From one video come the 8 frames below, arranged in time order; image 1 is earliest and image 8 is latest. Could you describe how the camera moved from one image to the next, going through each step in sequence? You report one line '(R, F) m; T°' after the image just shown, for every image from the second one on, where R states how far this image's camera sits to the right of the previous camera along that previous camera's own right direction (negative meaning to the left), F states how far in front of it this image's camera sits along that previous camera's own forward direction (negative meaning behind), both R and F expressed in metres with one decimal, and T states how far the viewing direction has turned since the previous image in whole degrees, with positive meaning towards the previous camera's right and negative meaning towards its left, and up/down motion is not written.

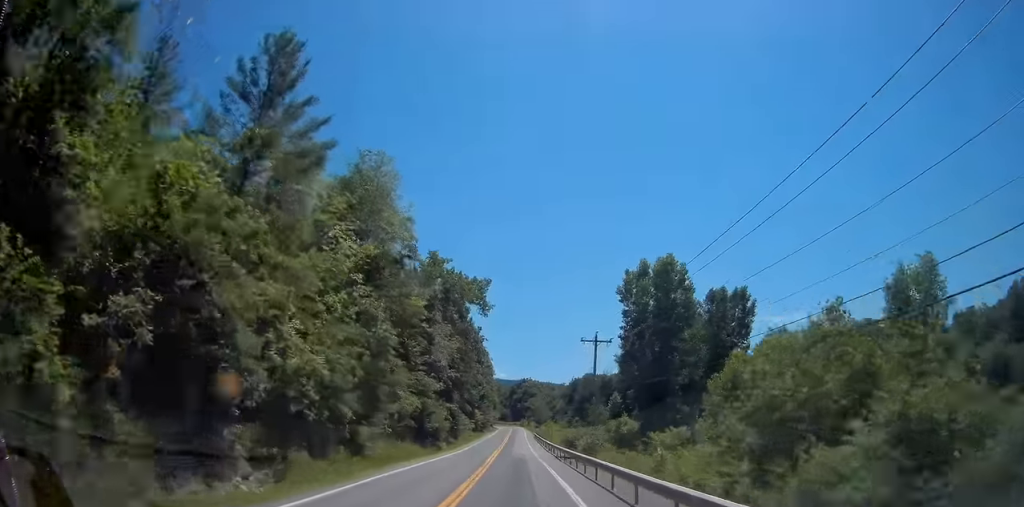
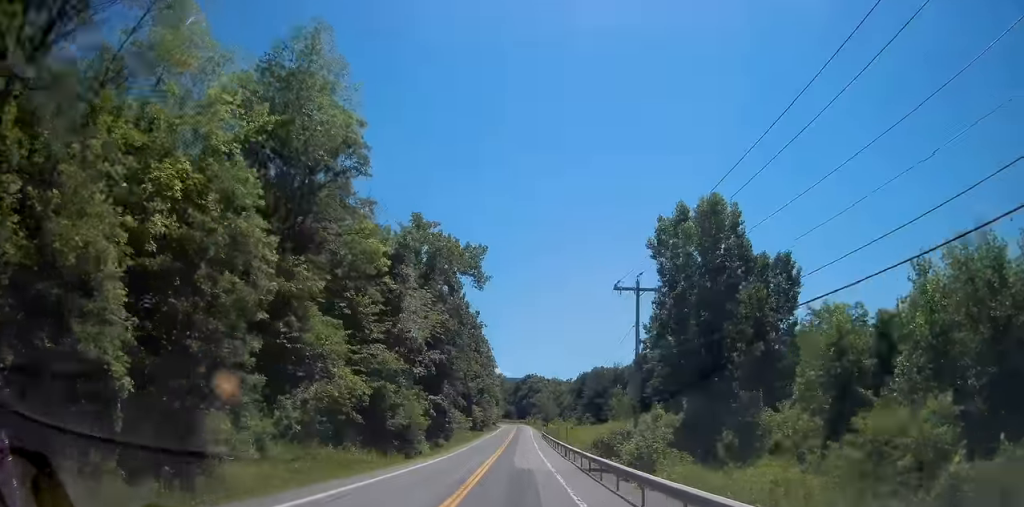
(+0.1, +15.9) m; -1°
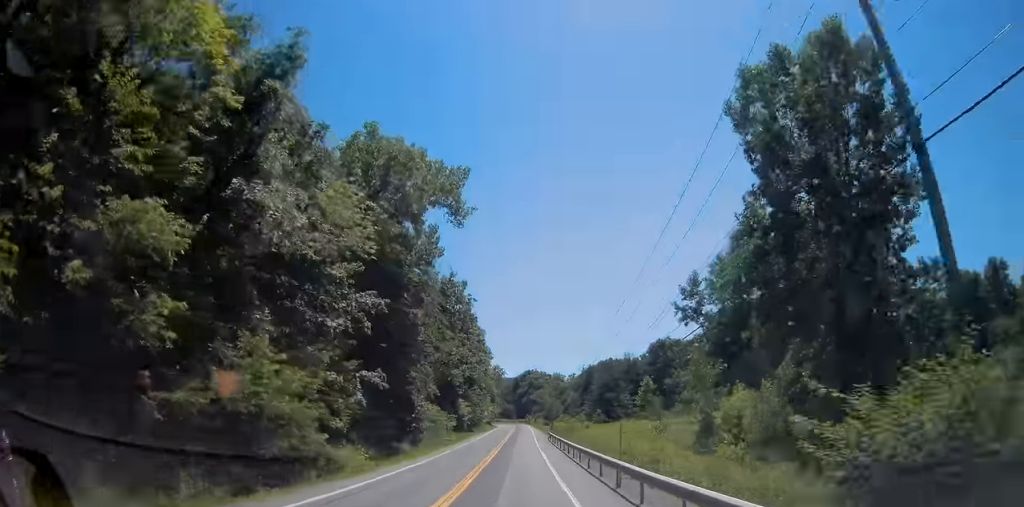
(-0.4, +23.0) m; -1°
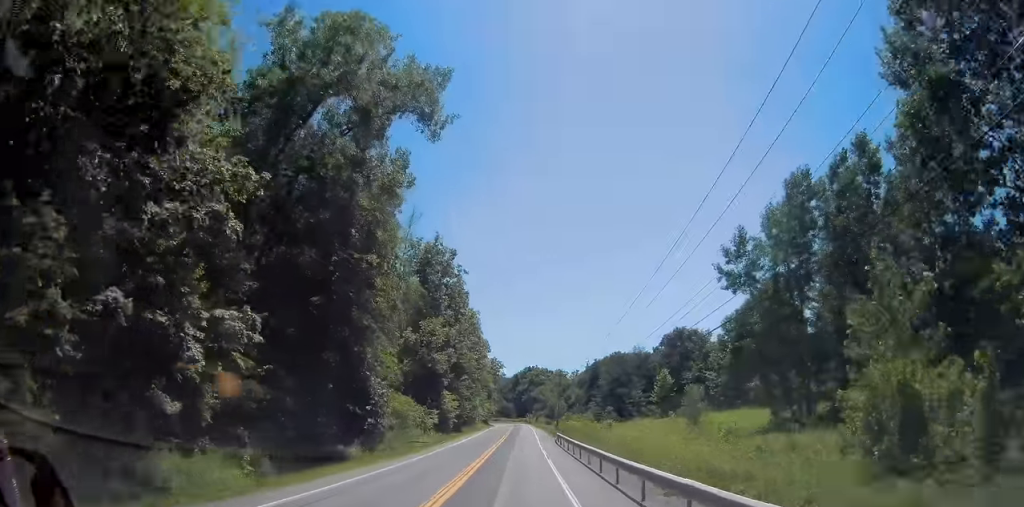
(0.0, +15.9) m; 0°
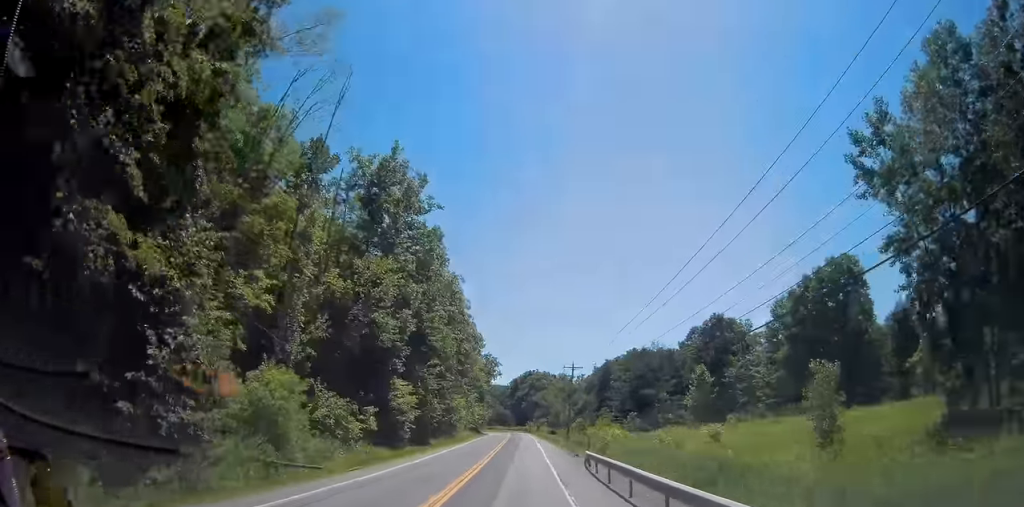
(0.0, +25.4) m; 0°
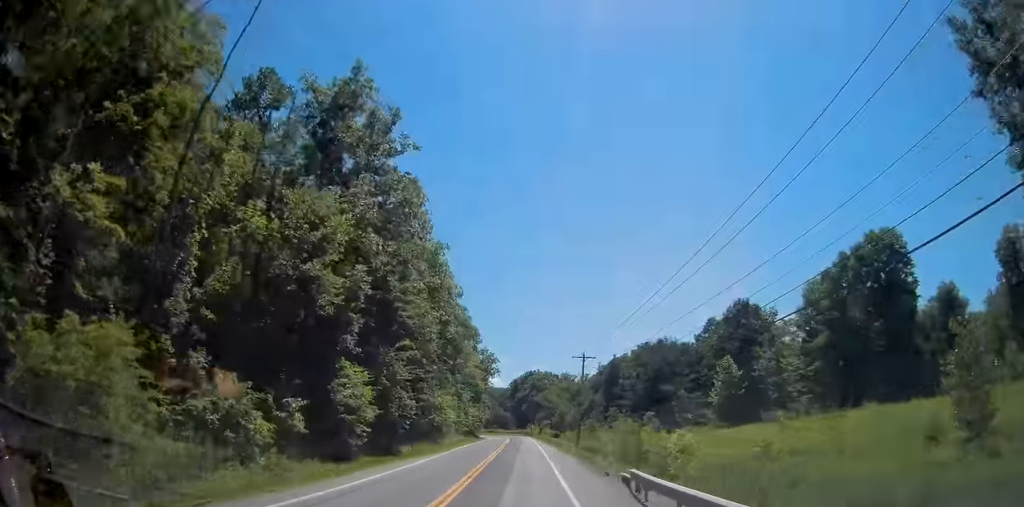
(0.0, +12.1) m; 0°
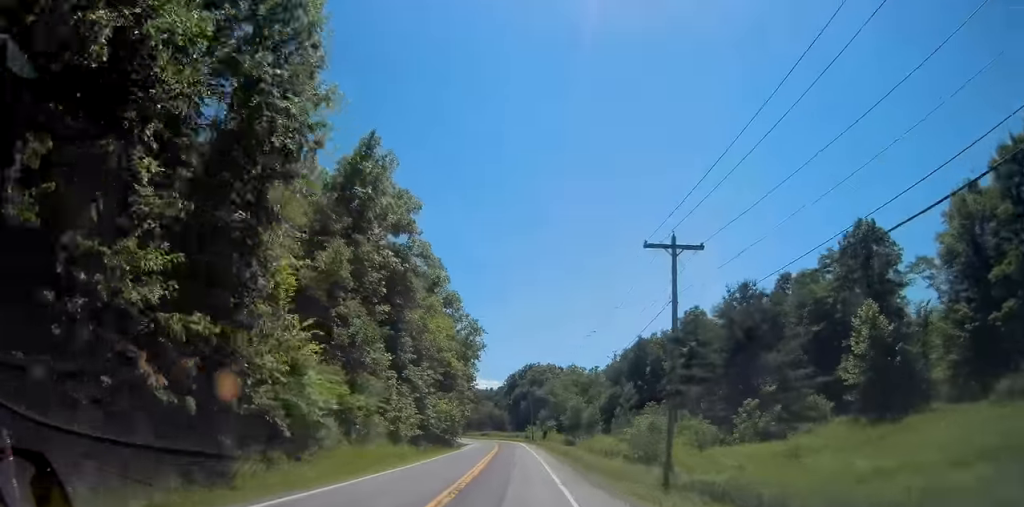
(-0.3, +37.0) m; 0°
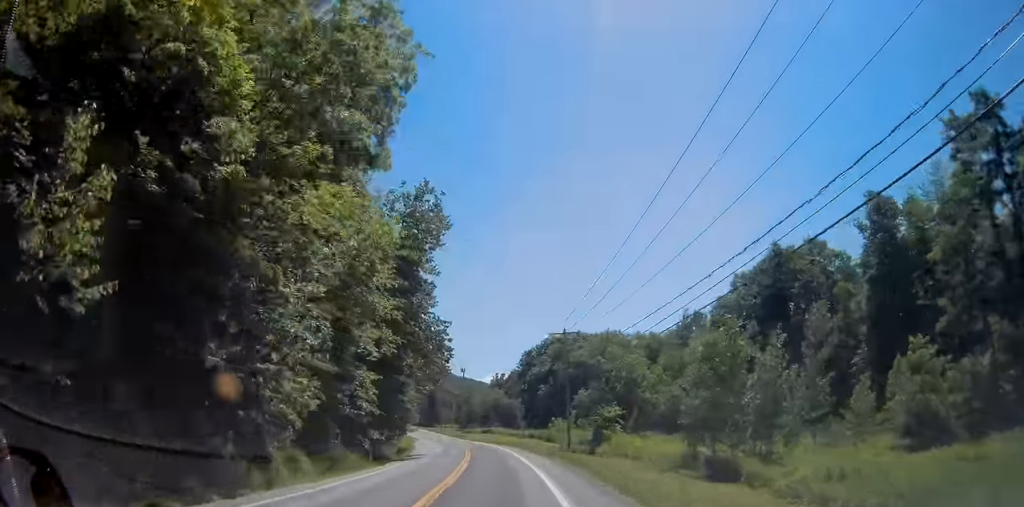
(+0.4, +59.4) m; -1°
